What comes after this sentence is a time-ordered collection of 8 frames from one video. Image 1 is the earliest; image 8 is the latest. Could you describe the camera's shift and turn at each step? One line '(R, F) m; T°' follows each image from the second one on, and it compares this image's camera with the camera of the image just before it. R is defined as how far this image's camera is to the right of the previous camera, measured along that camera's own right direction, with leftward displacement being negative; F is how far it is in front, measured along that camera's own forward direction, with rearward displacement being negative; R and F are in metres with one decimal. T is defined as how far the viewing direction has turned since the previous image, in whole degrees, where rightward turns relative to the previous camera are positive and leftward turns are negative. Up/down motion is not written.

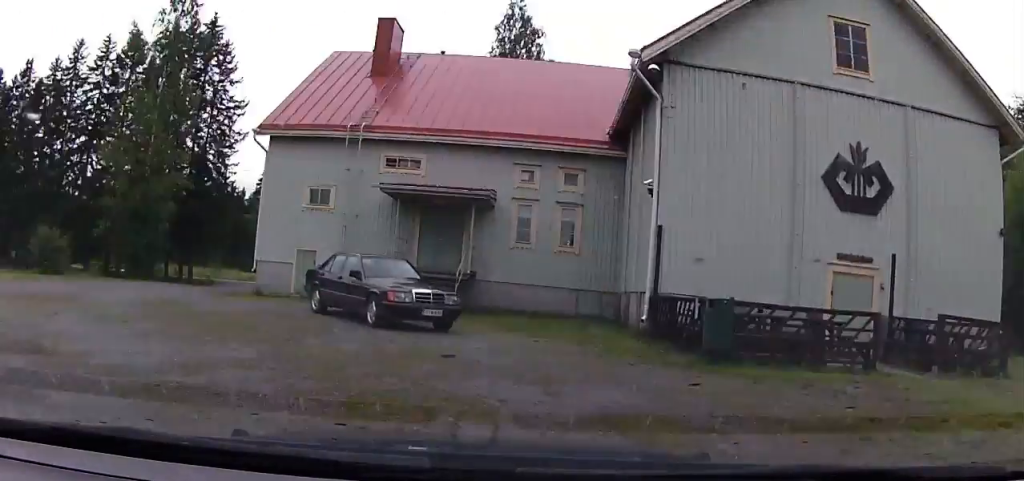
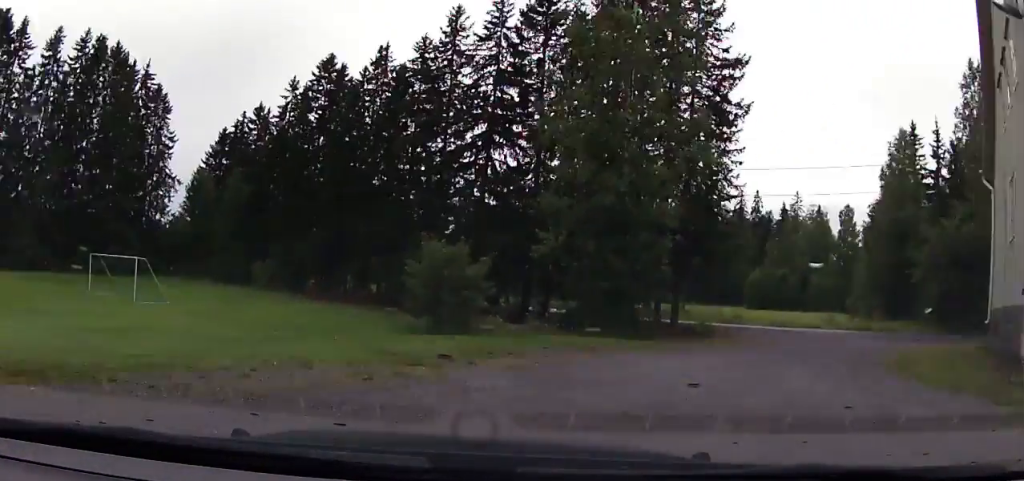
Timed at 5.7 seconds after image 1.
(-7.0, +14.4) m; -10°
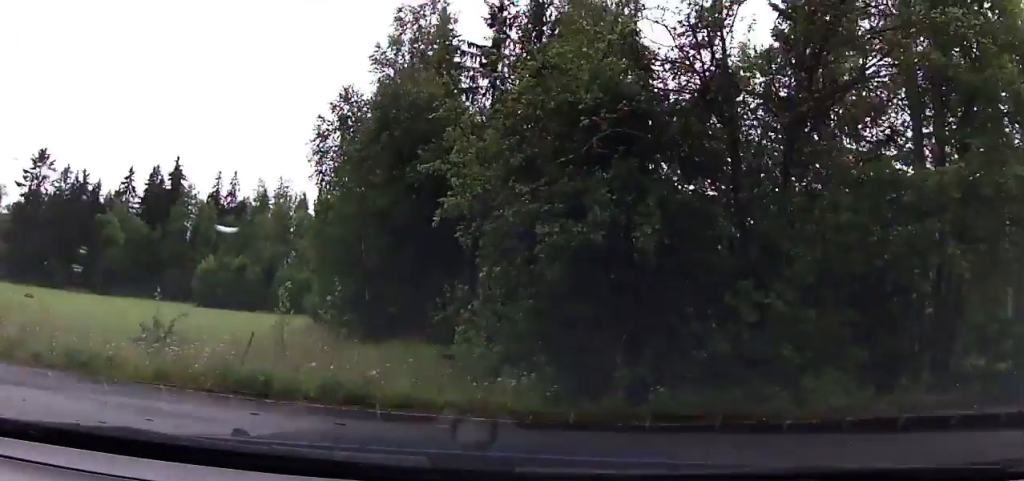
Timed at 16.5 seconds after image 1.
(+0.8, +31.9) m; -32°
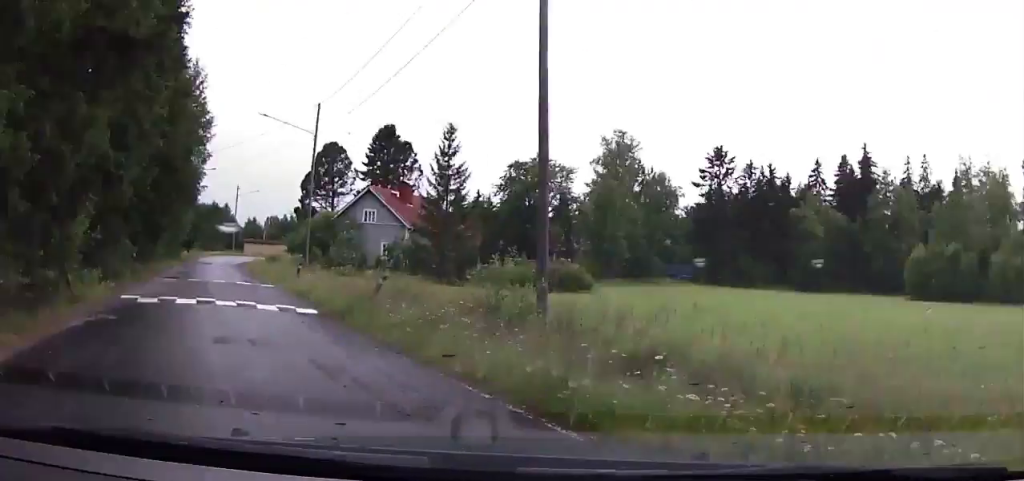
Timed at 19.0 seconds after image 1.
(-2.1, +11.4) m; -7°
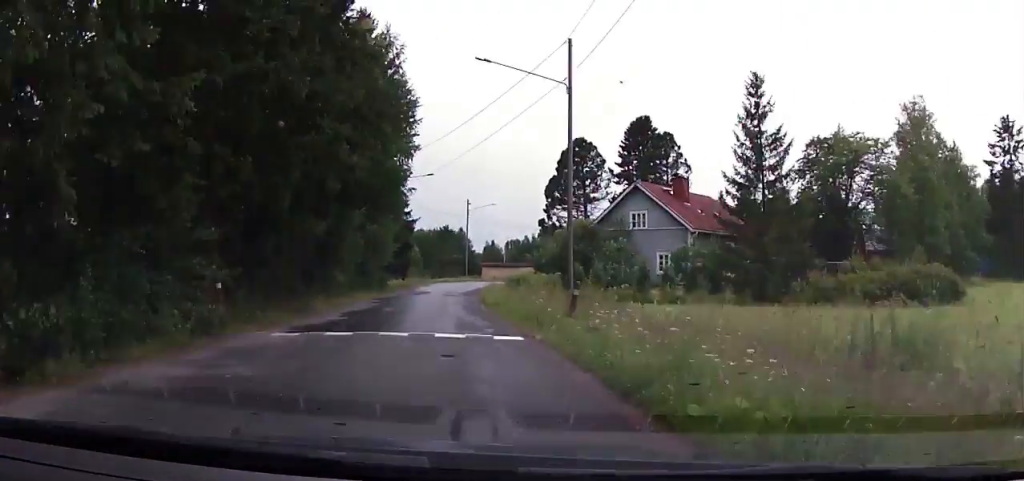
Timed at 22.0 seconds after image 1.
(-3.5, +16.3) m; -2°
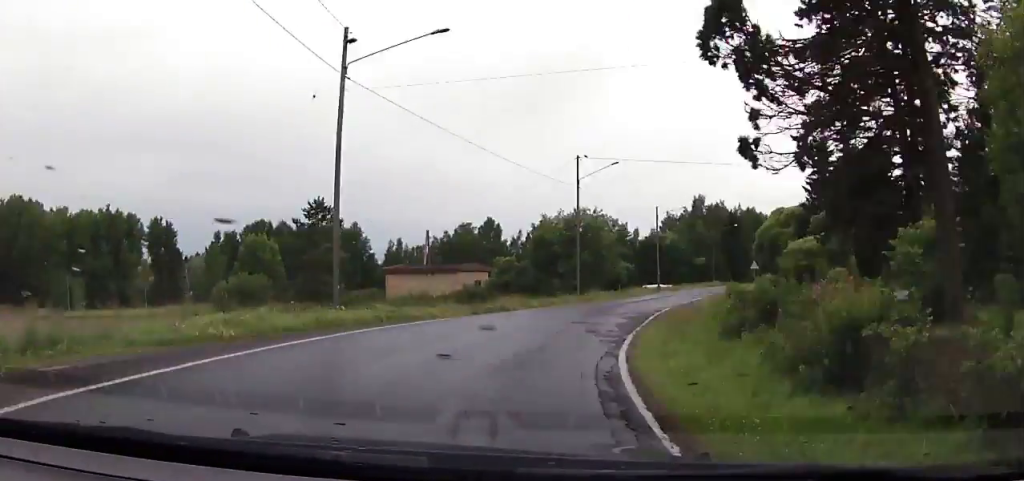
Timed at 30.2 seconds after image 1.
(+6.5, +58.9) m; +19°
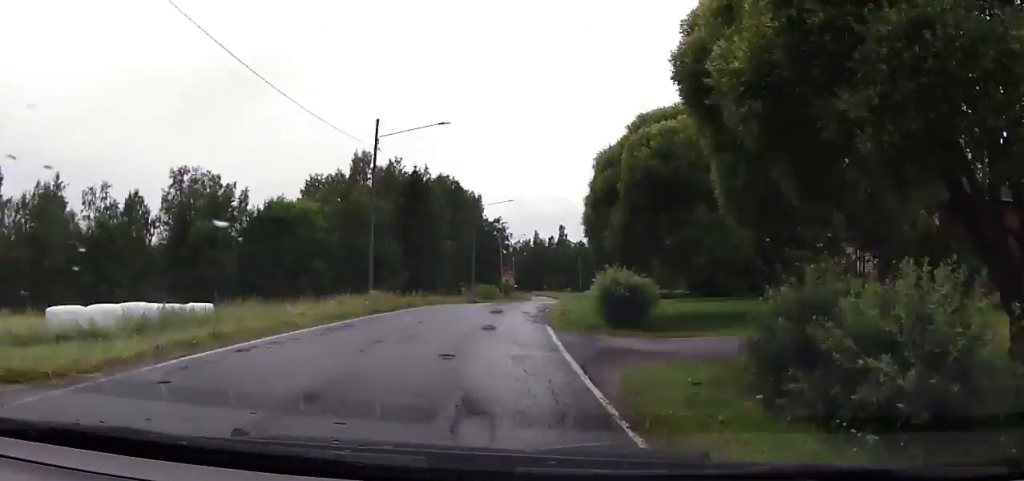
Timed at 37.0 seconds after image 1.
(+10.6, +61.2) m; +13°
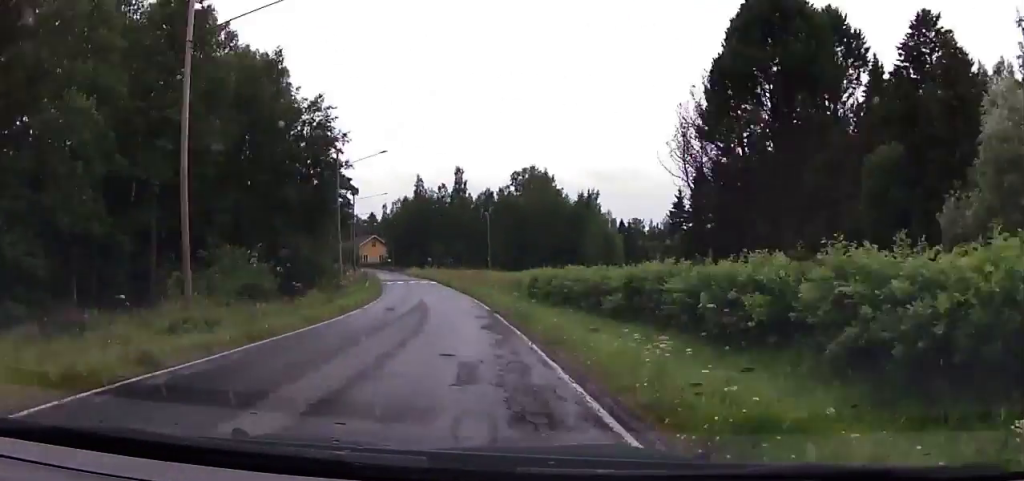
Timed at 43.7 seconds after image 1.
(+2.5, +64.4) m; -1°
